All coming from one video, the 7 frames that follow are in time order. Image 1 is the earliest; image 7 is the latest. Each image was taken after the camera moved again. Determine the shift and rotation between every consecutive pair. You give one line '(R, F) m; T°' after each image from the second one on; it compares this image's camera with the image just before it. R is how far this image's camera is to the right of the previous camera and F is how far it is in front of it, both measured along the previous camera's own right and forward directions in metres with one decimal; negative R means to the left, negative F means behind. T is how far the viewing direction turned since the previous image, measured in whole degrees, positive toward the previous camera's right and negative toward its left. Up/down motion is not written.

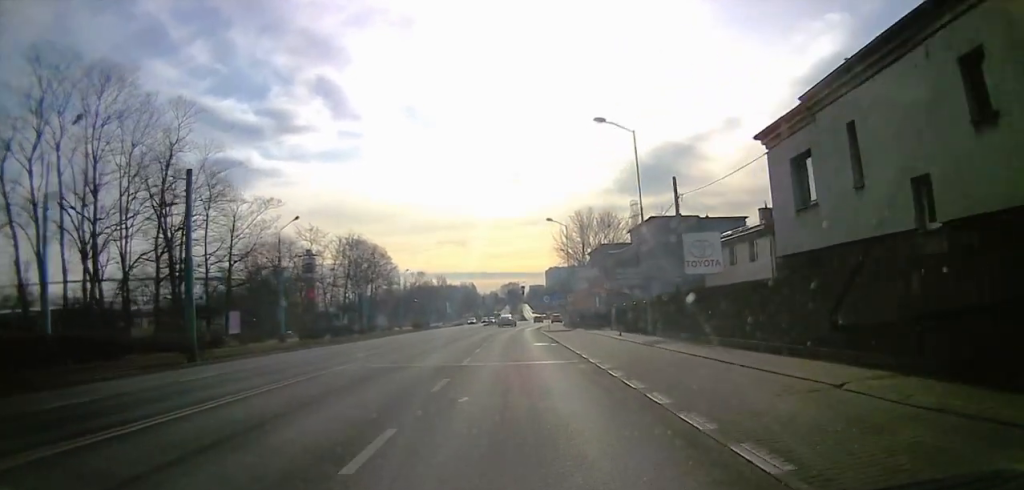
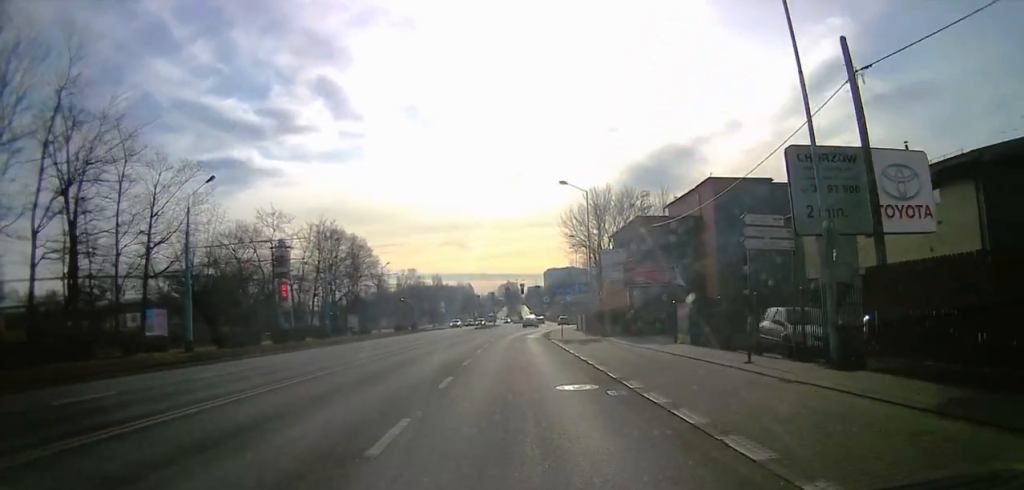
(+1.3, +18.4) m; 0°
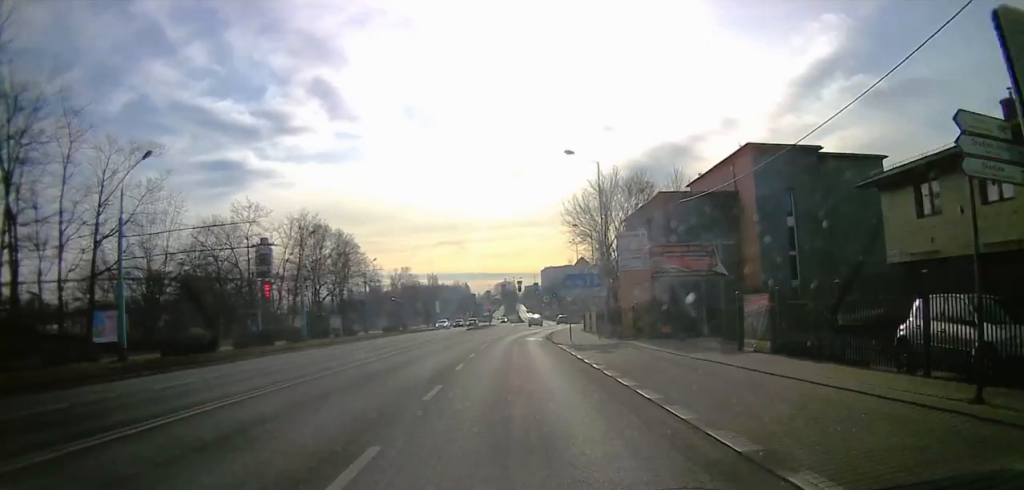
(-0.9, +8.0) m; -4°
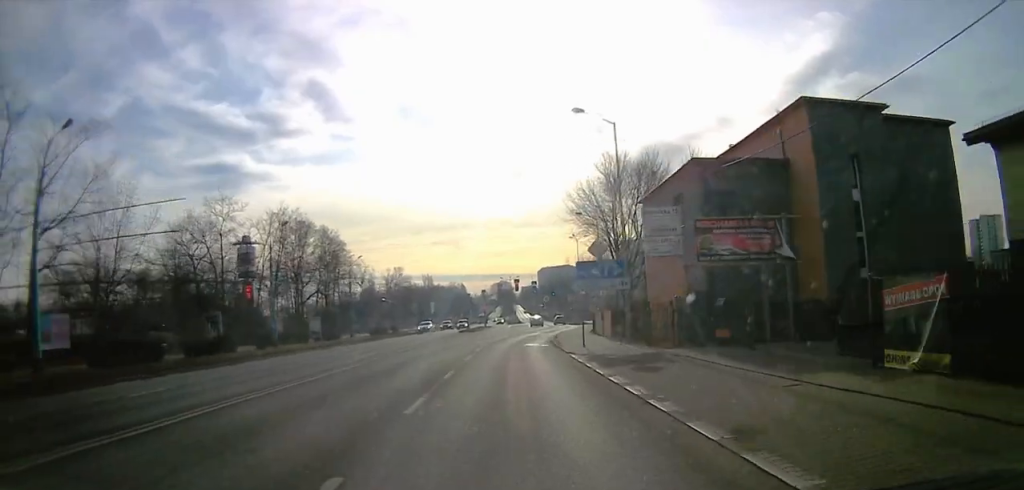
(-0.3, +7.4) m; -3°
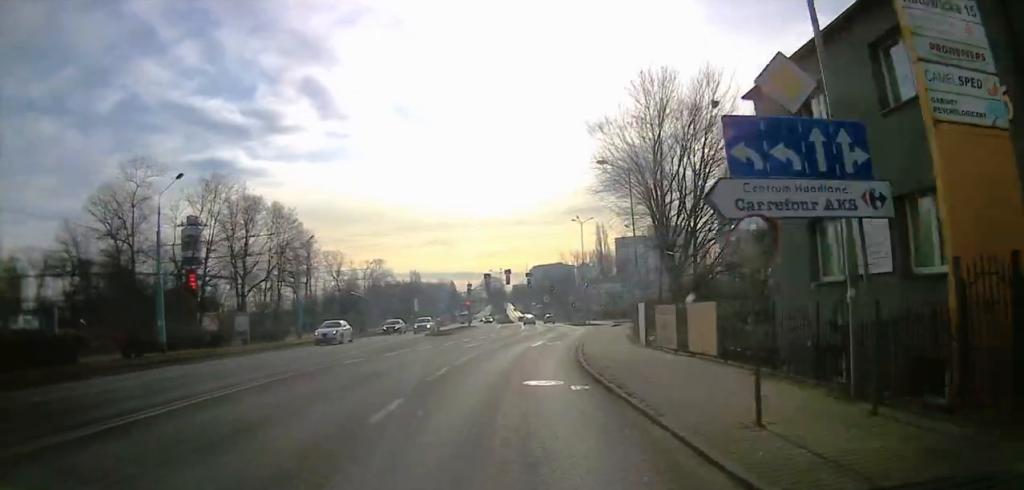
(-0.5, +18.4) m; -2°
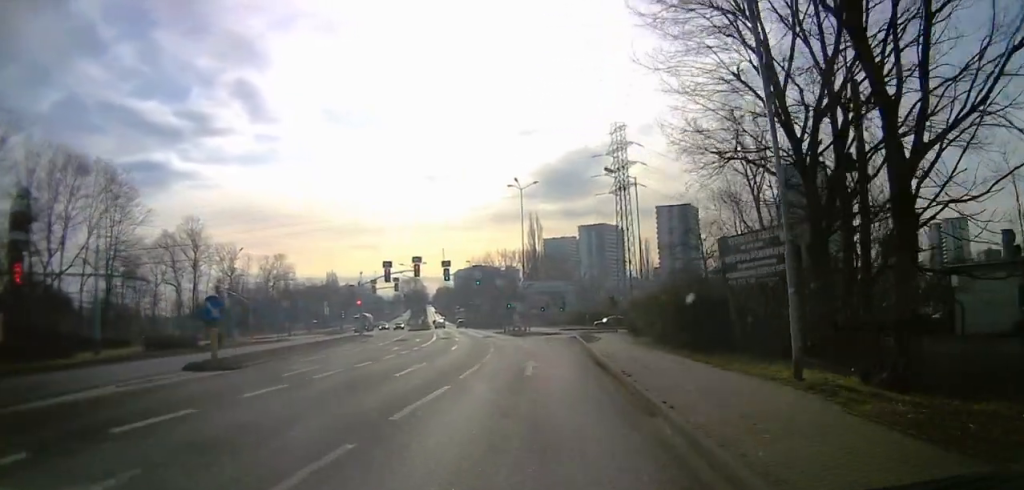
(+0.8, +26.4) m; +8°
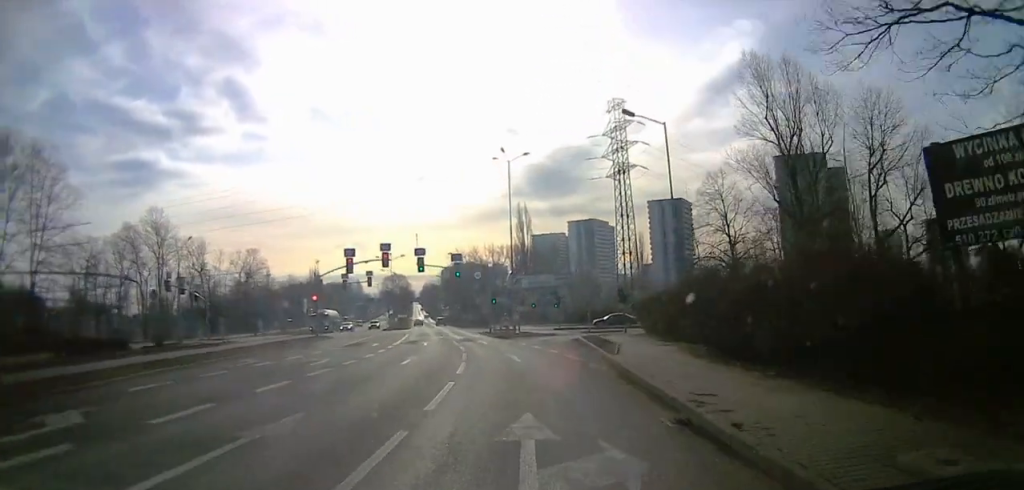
(+1.0, +10.7) m; +4°
